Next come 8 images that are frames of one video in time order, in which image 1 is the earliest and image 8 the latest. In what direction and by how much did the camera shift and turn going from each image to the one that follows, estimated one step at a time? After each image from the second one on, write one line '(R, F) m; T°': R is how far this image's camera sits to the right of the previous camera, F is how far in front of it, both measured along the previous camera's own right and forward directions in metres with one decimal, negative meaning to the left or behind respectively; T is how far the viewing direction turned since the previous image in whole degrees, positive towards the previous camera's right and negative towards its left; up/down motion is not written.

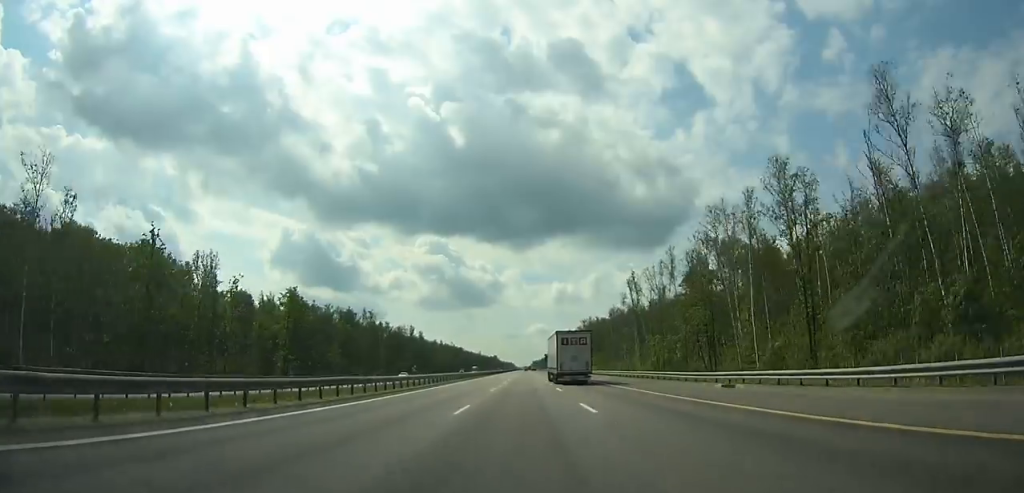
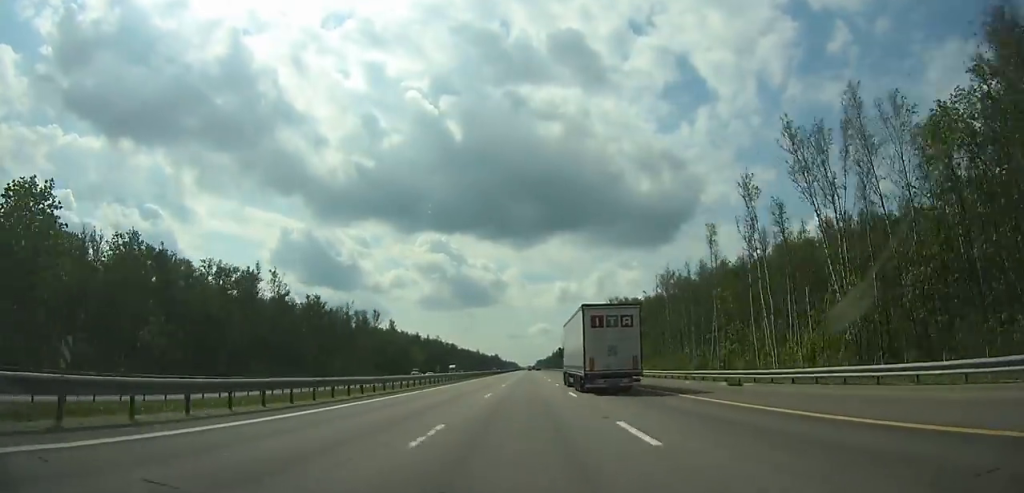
(-0.2, +70.1) m; 0°
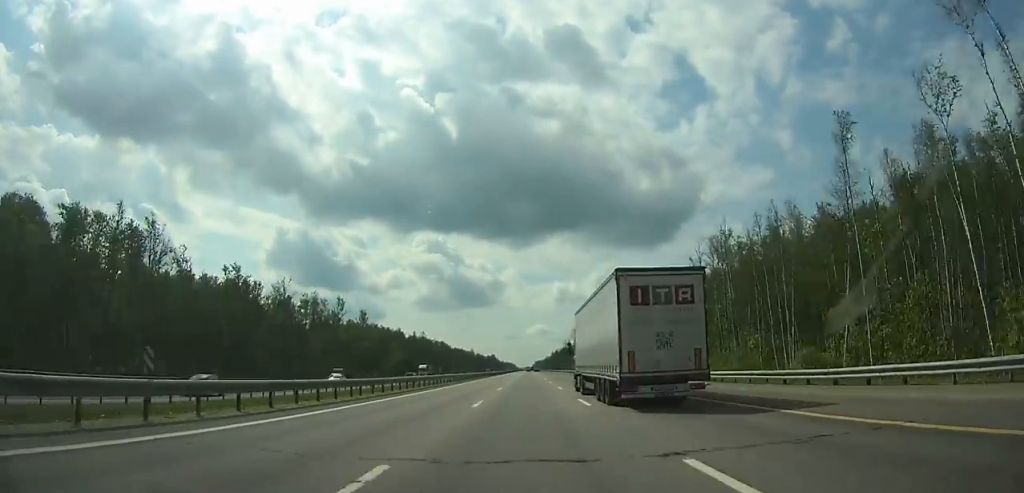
(0.0, +38.6) m; 0°
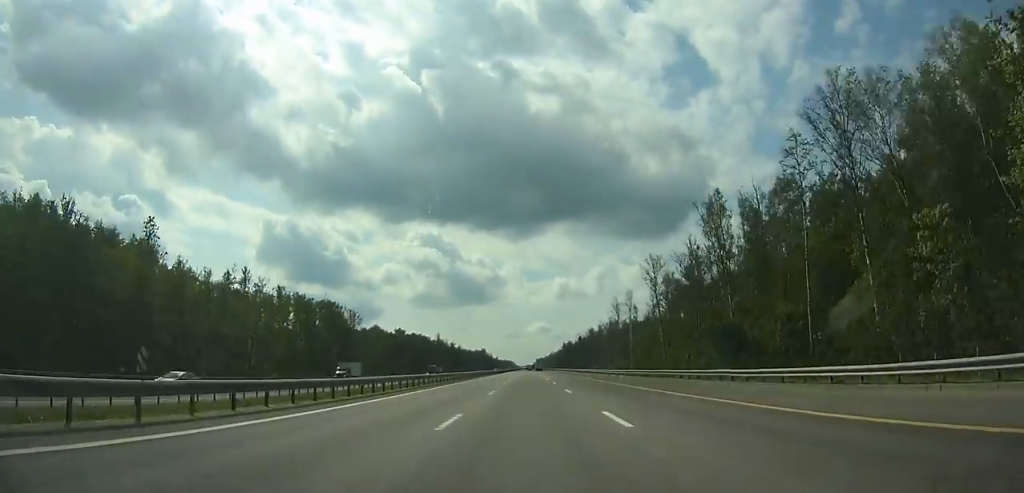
(+0.6, +198.1) m; 0°
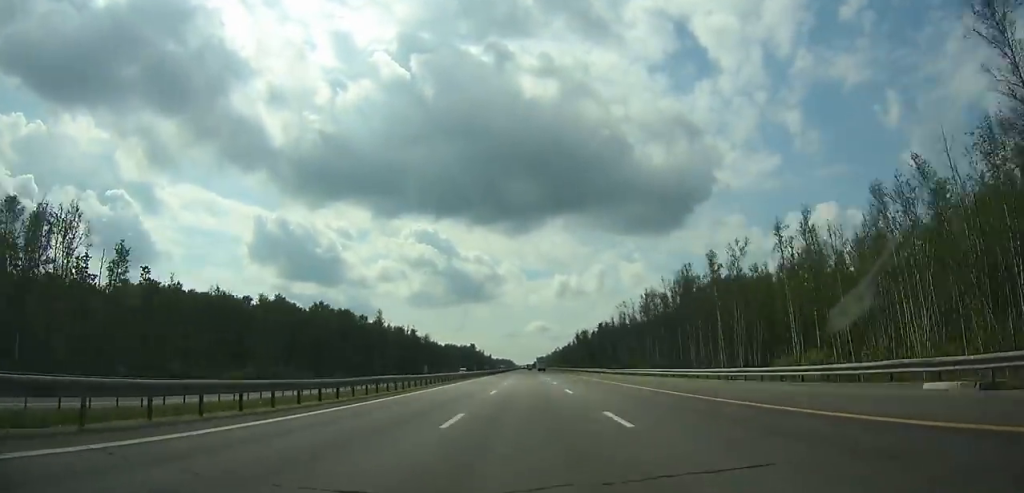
(-0.1, +127.7) m; 0°
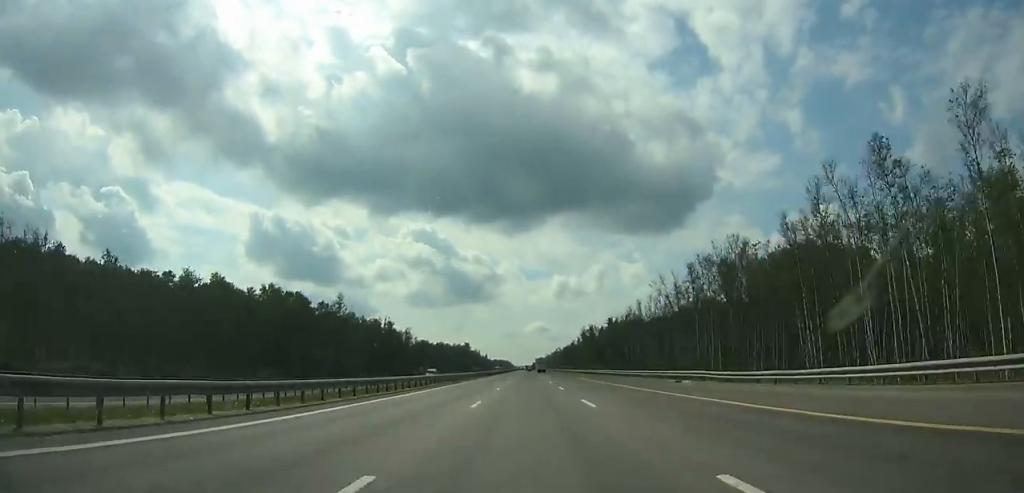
(0.0, +42.6) m; 0°
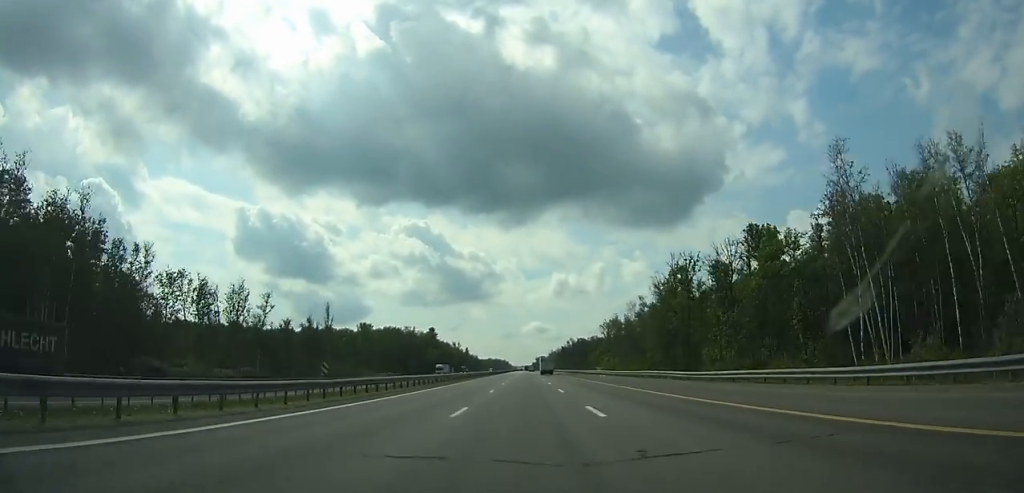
(+0.2, +178.0) m; 0°
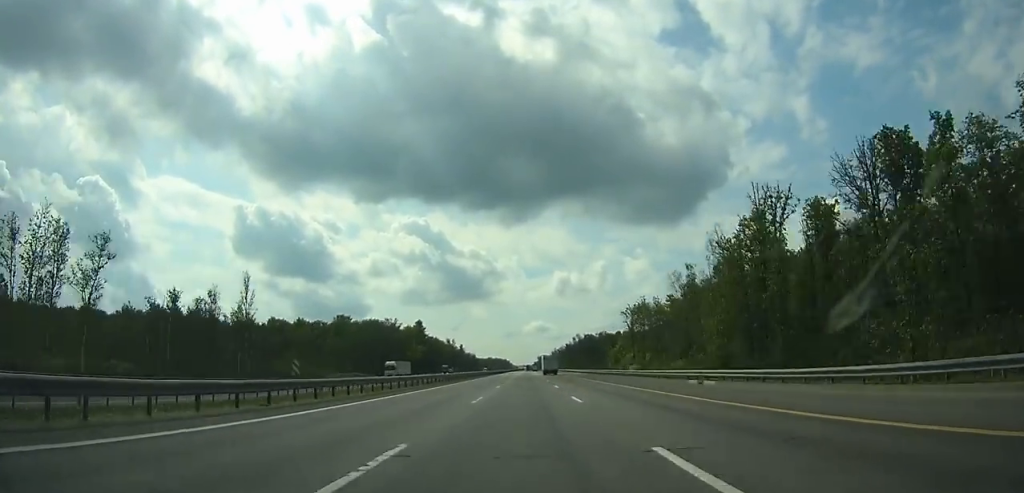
(0.0, +41.1) m; 0°
